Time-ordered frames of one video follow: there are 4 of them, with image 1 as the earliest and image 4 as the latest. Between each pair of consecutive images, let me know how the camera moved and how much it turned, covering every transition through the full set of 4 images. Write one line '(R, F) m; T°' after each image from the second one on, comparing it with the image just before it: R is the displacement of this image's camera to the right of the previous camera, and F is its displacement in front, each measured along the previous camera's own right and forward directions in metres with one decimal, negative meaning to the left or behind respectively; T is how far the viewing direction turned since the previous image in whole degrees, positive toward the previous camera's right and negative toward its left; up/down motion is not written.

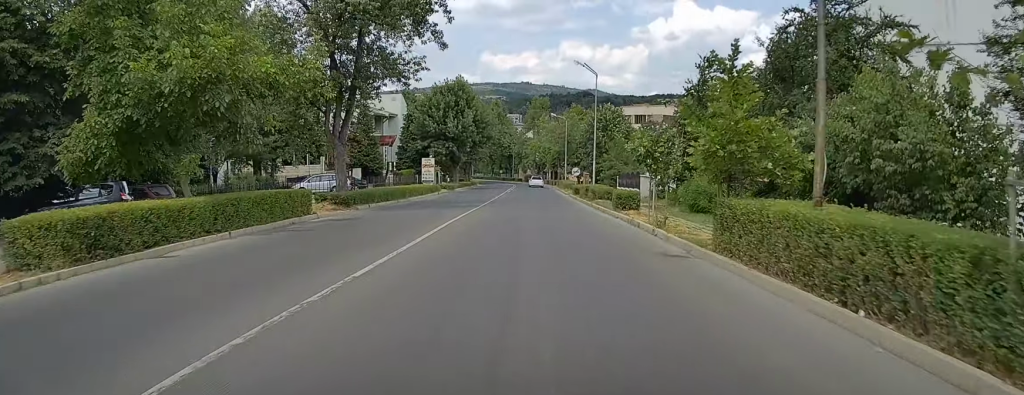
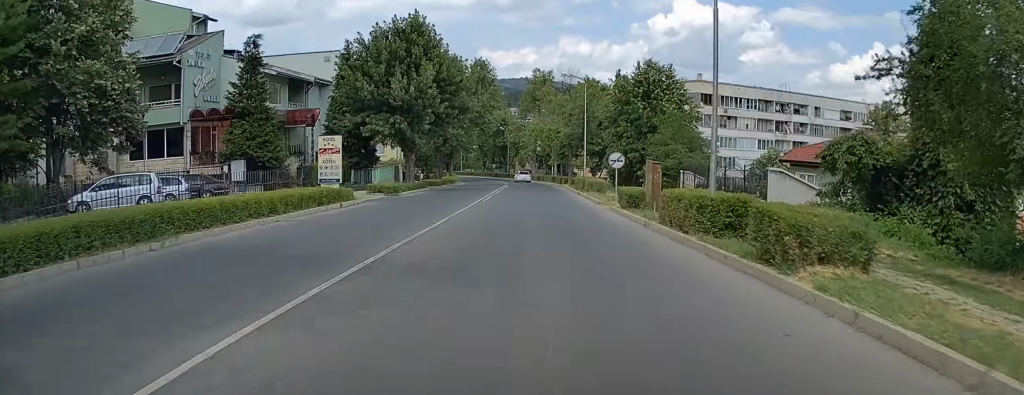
(-0.4, +29.6) m; -1°
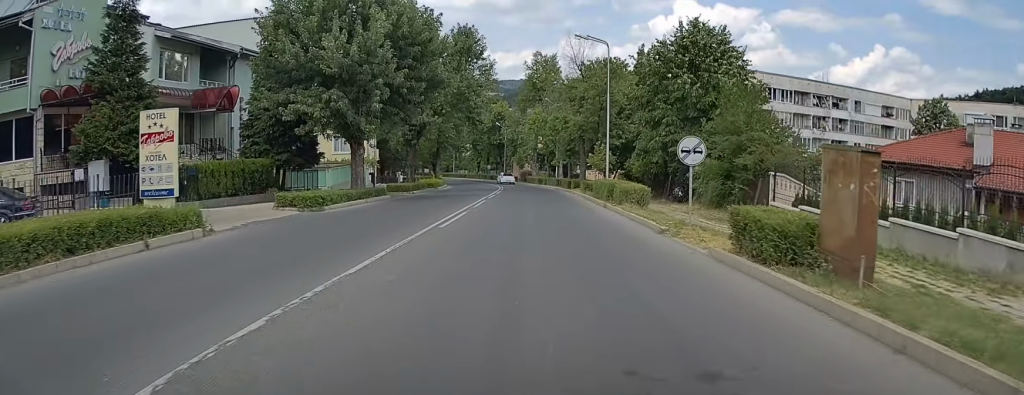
(+0.1, +15.1) m; +1°
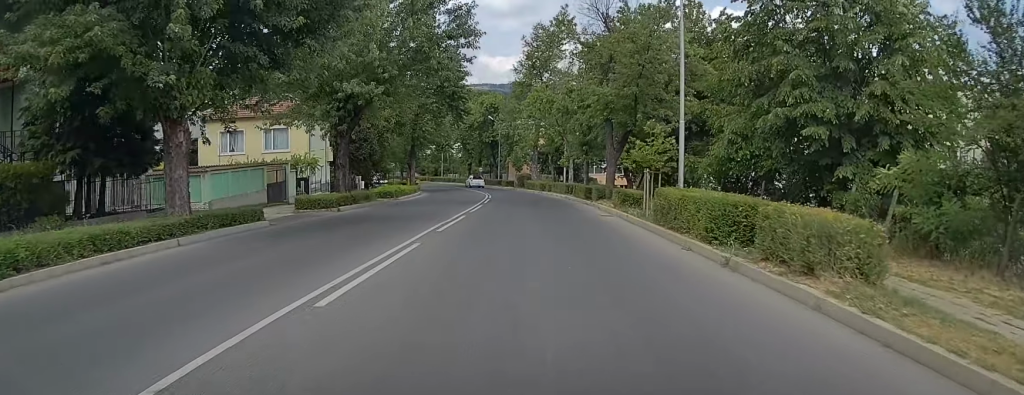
(+0.2, +18.1) m; 0°
